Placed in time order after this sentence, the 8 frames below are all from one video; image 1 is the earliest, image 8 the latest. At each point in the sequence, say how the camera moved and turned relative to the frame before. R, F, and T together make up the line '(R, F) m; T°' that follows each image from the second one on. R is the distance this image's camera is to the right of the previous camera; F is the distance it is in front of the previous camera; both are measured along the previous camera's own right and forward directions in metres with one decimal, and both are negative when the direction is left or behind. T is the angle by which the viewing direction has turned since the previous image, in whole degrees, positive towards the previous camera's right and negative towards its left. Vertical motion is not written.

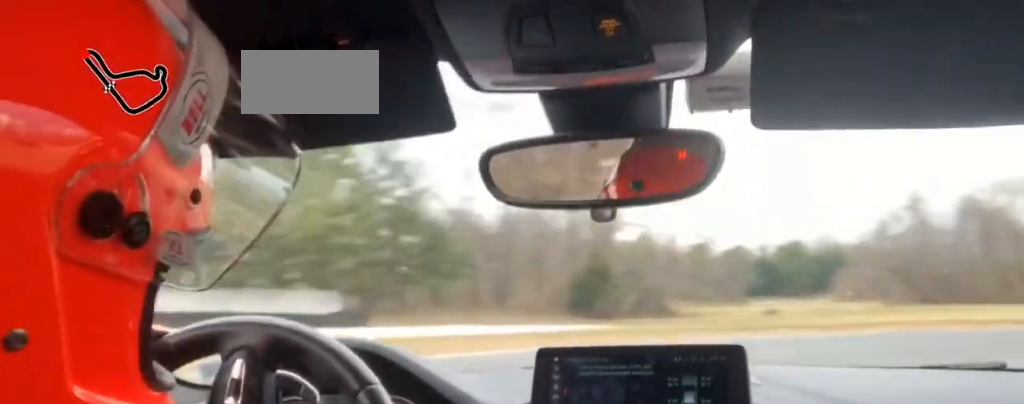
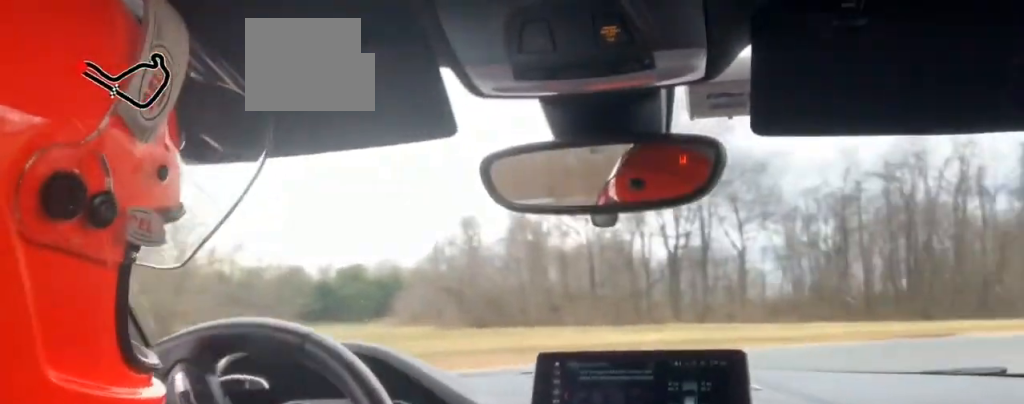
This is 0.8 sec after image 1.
(+1.0, +11.8) m; +30°
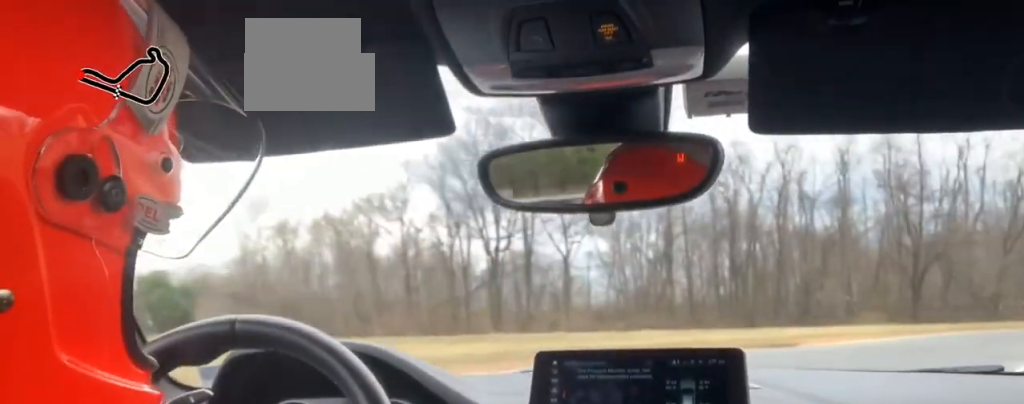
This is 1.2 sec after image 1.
(+2.6, +7.1) m; +15°
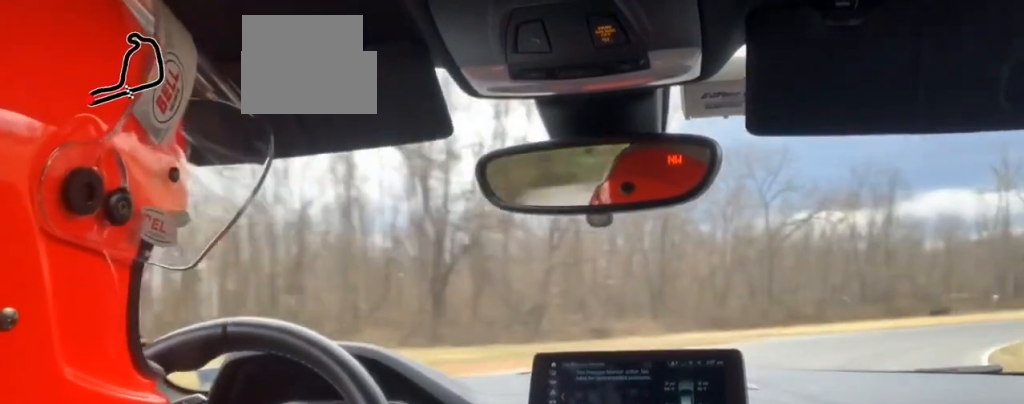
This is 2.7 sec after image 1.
(+11.1, +29.3) m; +36°
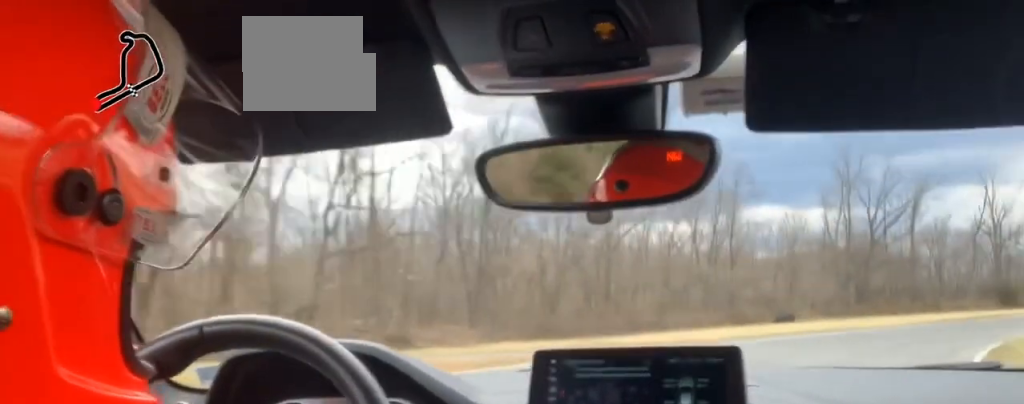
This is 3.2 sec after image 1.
(+2.1, +14.8) m; +9°
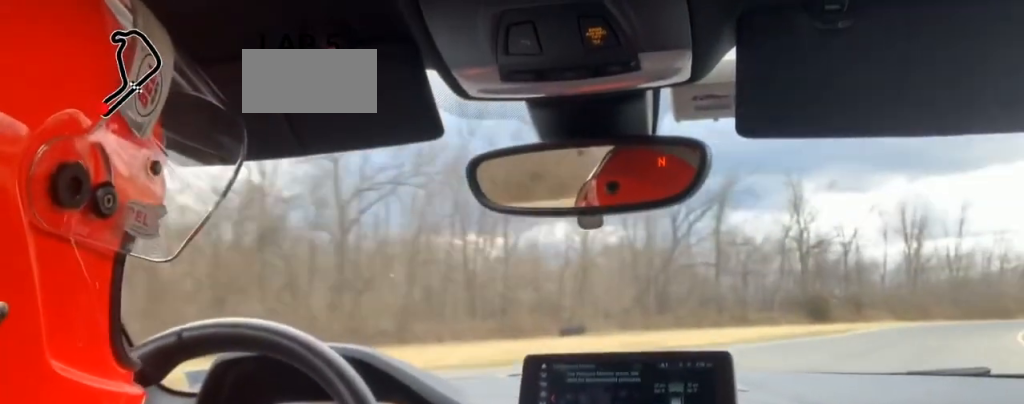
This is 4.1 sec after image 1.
(+3.0, +24.4) m; +12°
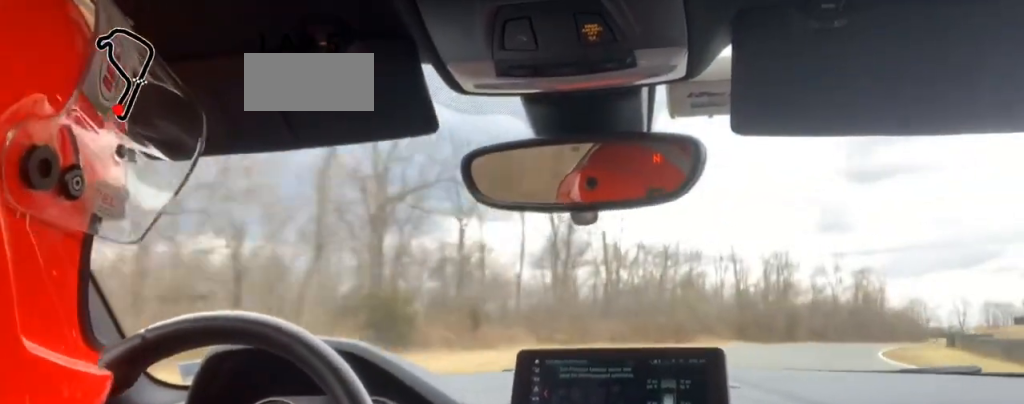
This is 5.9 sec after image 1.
(+10.8, +58.5) m; +20°
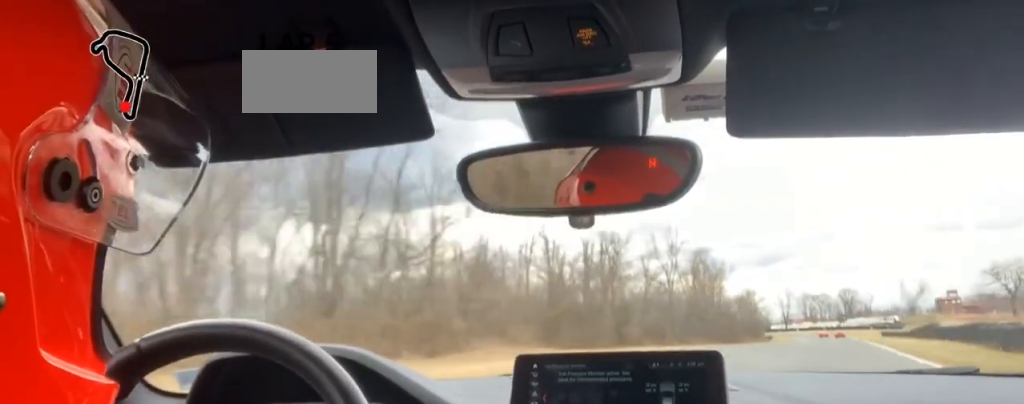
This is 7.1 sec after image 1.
(+4.7, +44.0) m; +11°
